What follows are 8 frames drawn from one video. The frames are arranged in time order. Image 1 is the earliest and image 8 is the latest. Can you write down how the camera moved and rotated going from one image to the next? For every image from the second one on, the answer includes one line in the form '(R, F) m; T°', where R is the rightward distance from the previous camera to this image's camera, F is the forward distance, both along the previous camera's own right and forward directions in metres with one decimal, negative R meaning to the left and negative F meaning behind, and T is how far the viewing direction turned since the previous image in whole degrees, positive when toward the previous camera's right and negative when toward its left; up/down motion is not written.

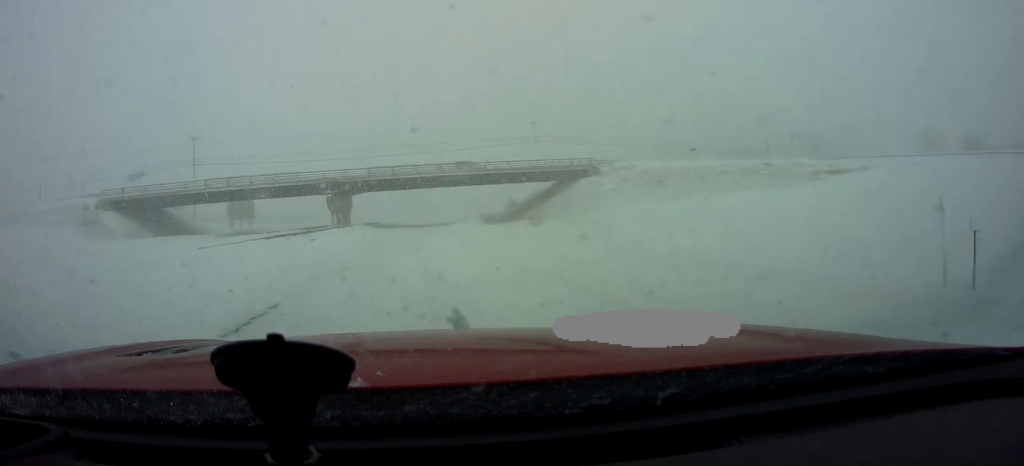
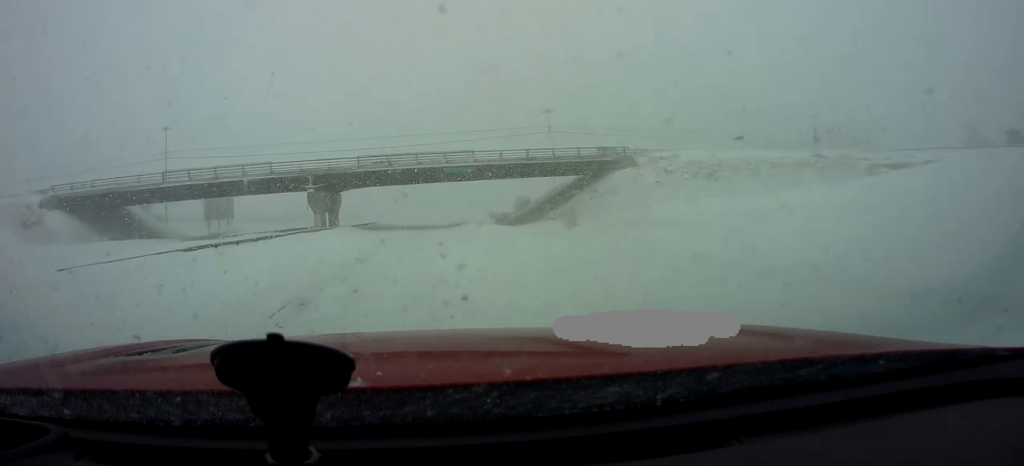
(-0.9, +13.5) m; 0°
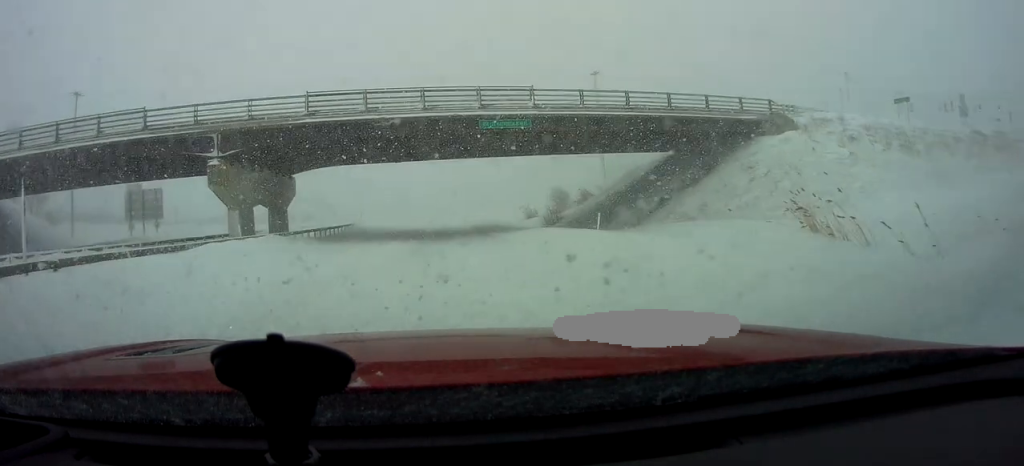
(+1.1, +30.2) m; 0°
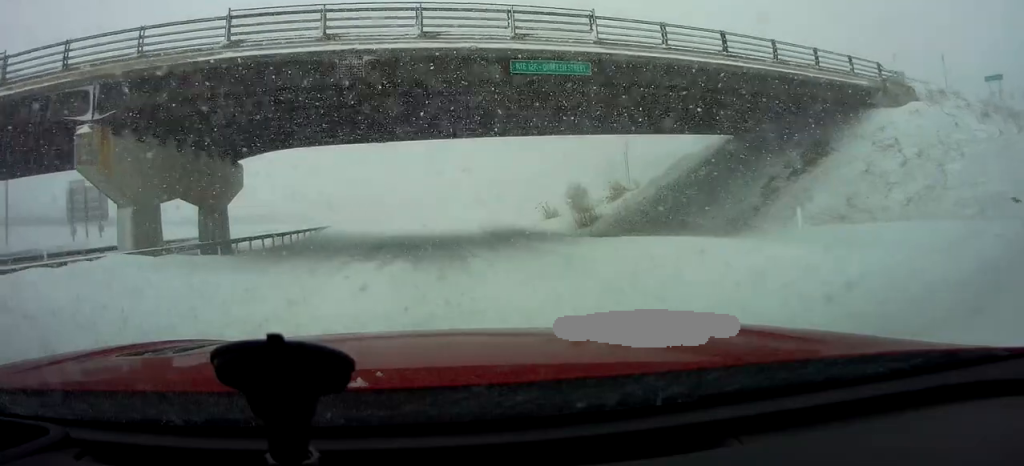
(0.0, +12.6) m; 0°
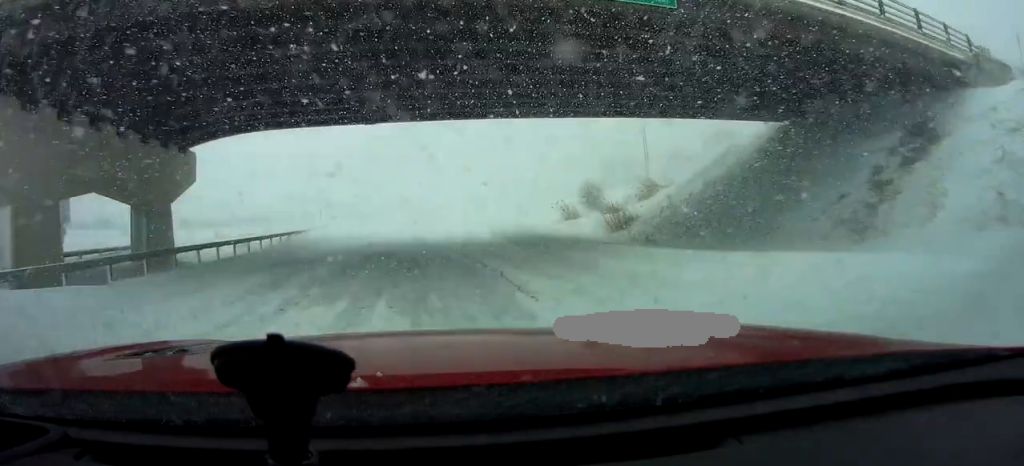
(0.0, +7.4) m; +1°
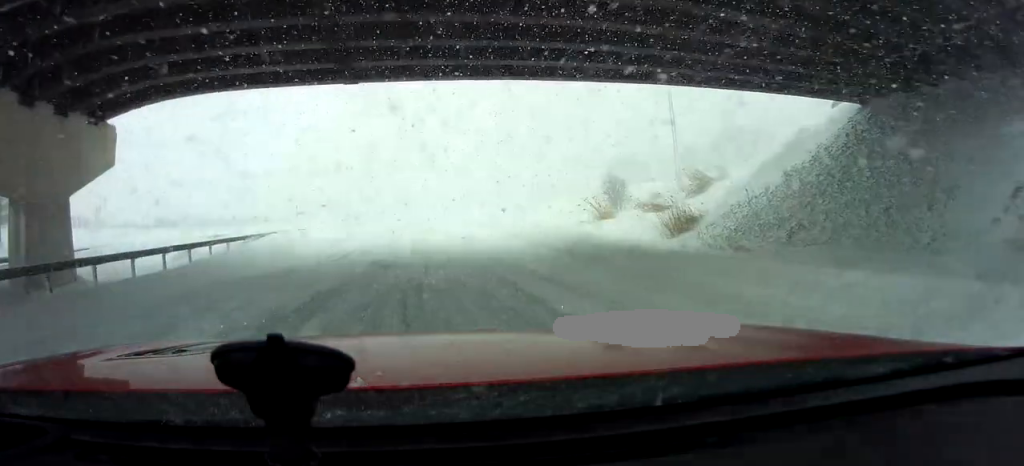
(-0.1, +8.2) m; +2°
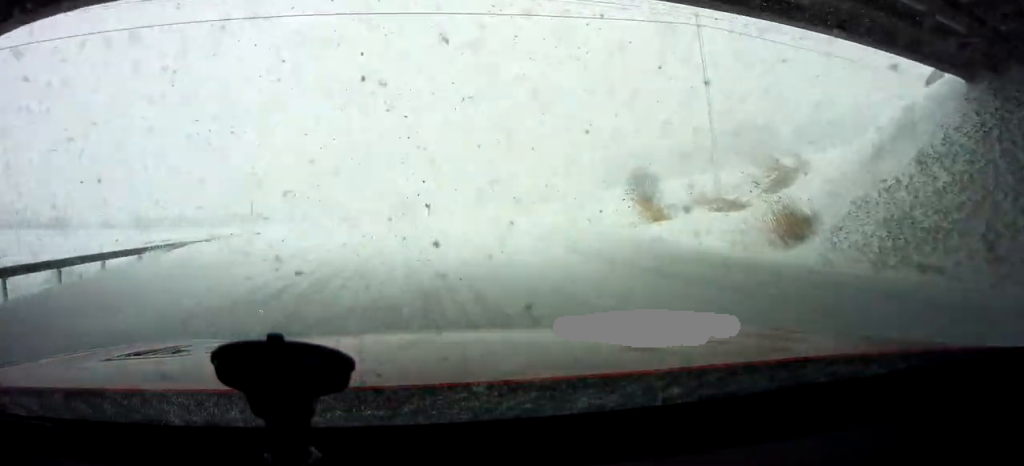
(+0.4, +8.7) m; 0°
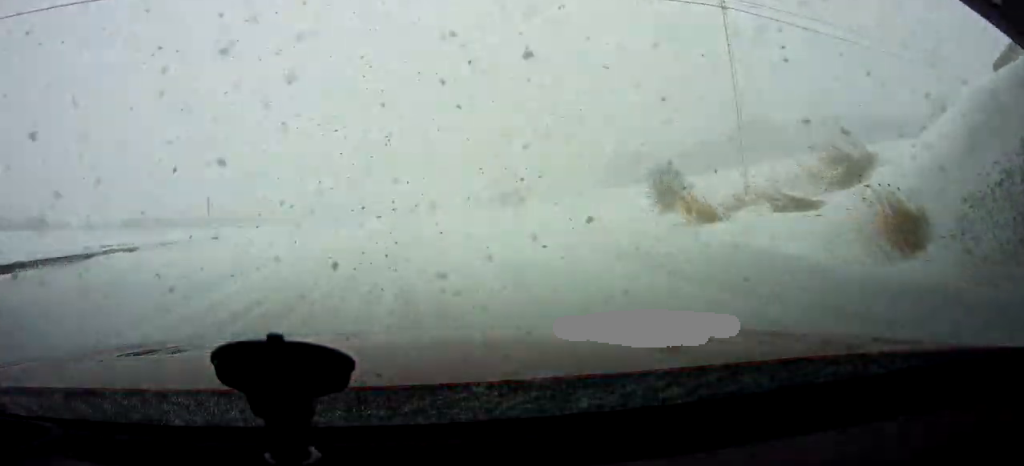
(+0.1, +5.2) m; 0°
